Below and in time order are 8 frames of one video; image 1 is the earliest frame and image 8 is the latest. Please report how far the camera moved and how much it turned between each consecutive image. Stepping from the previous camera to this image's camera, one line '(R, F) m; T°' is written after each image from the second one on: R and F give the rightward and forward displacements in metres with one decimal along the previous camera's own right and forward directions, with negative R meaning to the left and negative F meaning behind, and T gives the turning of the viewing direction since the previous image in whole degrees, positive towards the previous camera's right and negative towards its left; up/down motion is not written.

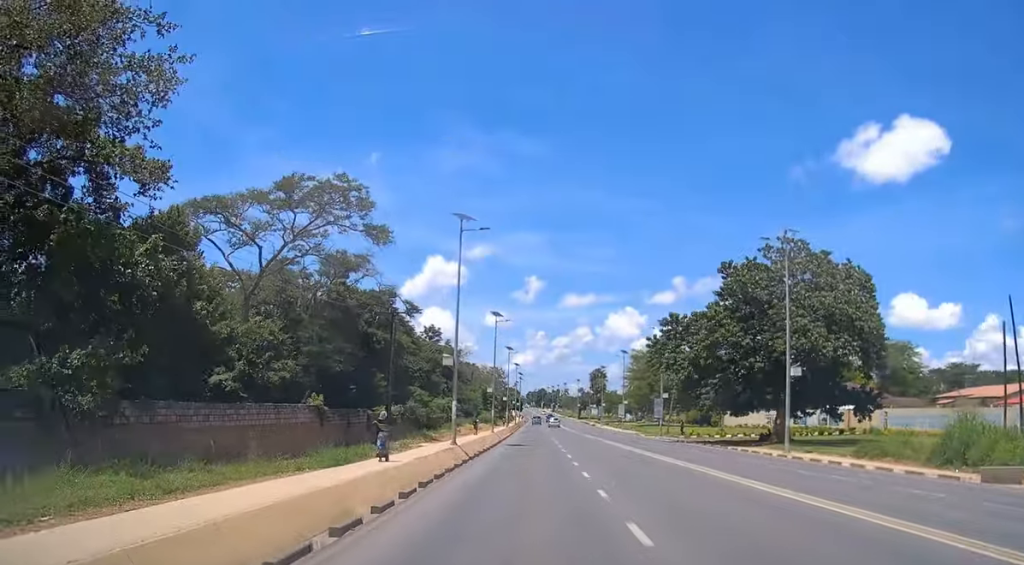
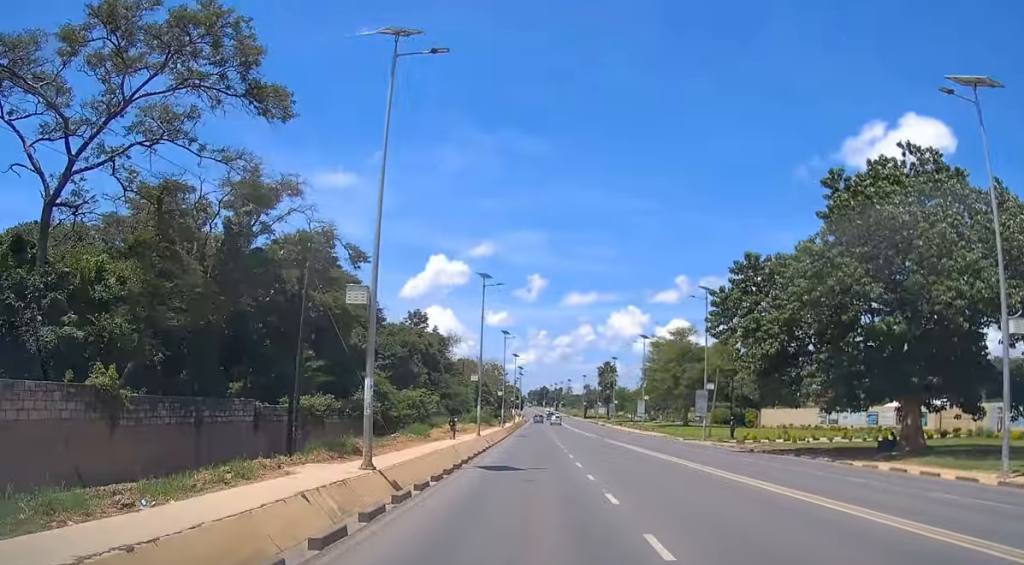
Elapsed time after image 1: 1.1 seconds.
(-0.1, +19.2) m; -1°
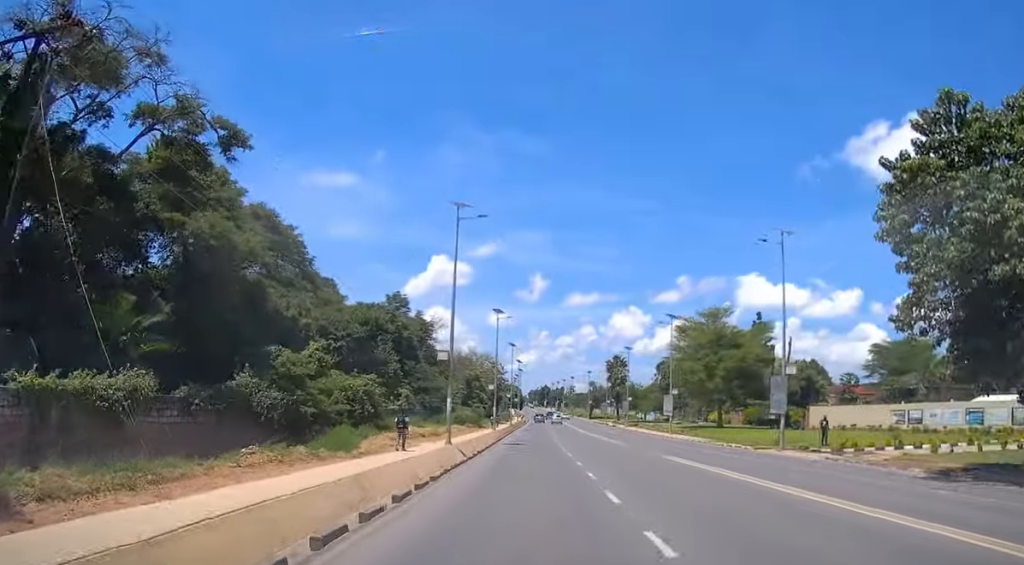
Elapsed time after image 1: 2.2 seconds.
(-0.2, +18.3) m; 0°
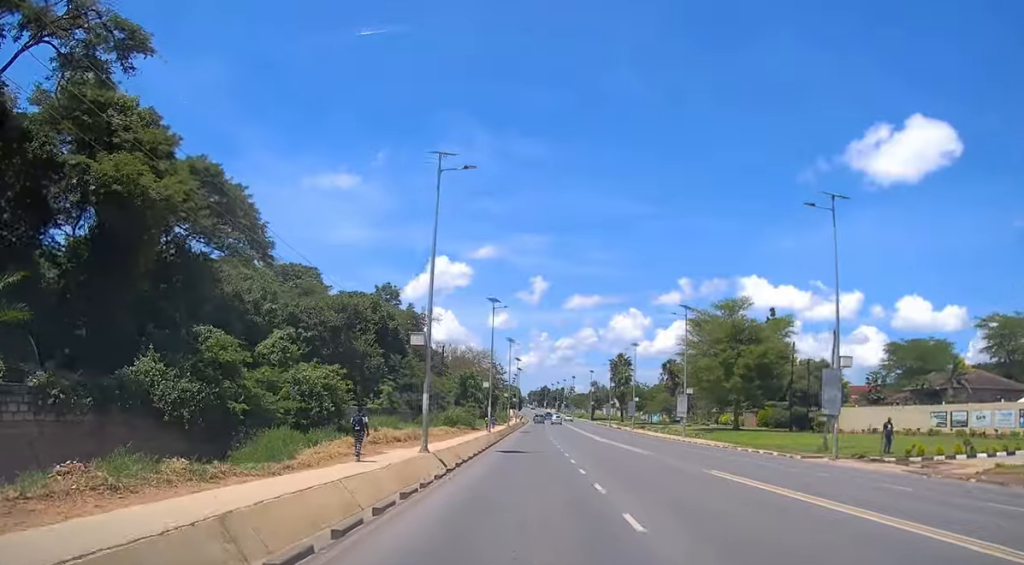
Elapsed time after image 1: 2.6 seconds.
(-0.1, +7.3) m; 0°
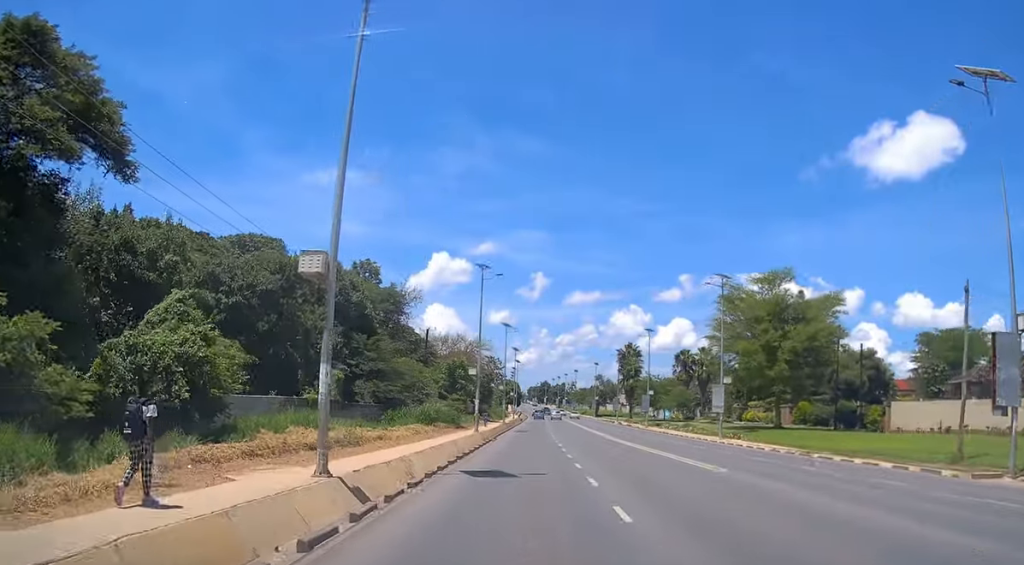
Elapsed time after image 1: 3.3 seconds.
(+0.2, +13.1) m; +1°
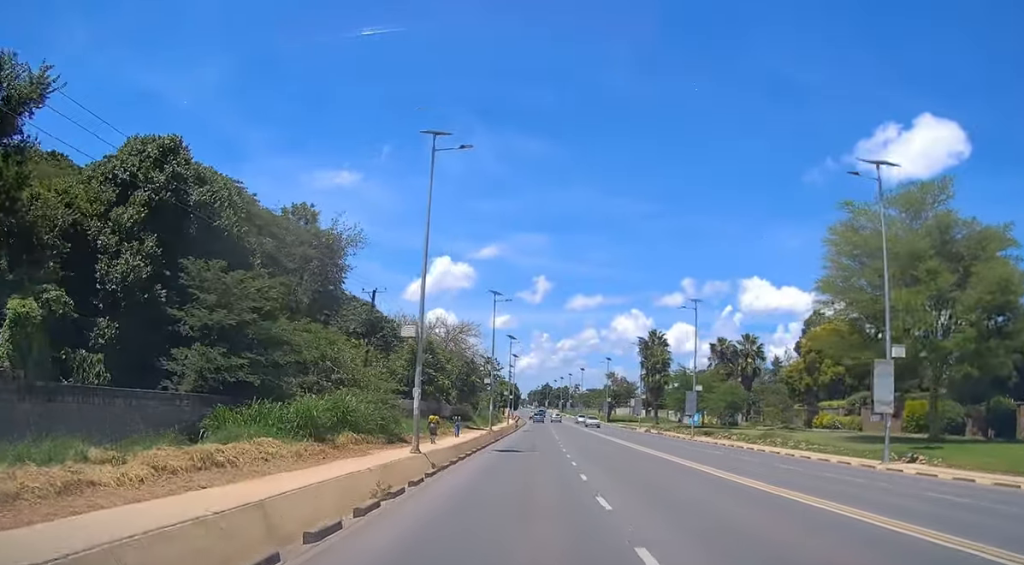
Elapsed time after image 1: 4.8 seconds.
(+0.1, +25.7) m; -2°
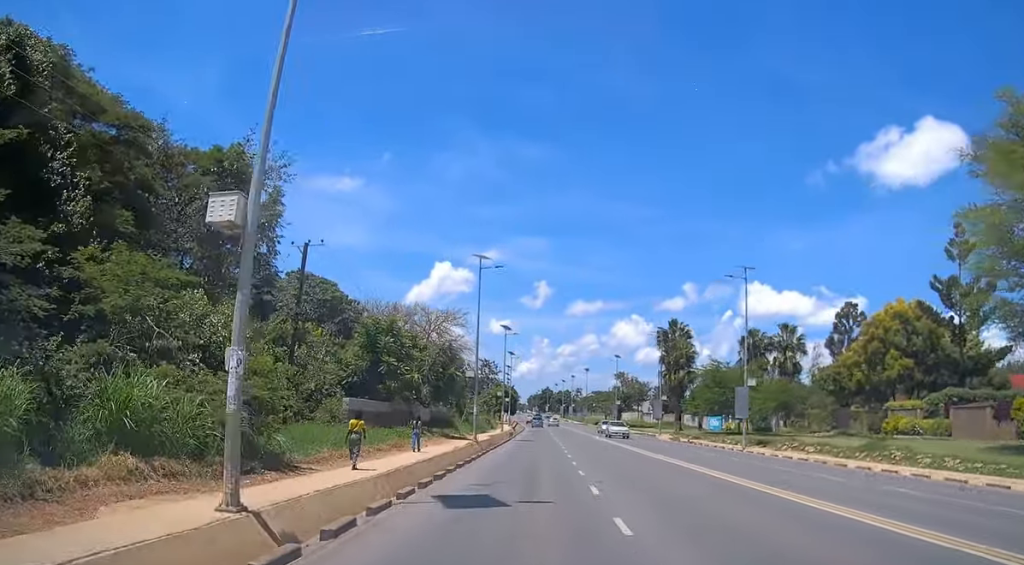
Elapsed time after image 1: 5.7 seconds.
(-0.5, +15.6) m; -1°
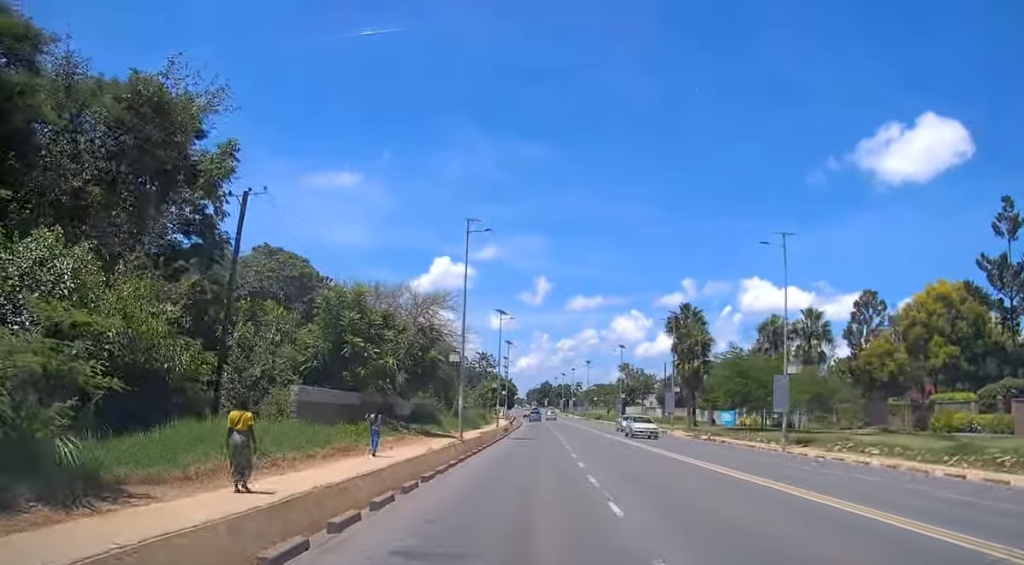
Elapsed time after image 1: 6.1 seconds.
(+0.1, +8.0) m; +1°
